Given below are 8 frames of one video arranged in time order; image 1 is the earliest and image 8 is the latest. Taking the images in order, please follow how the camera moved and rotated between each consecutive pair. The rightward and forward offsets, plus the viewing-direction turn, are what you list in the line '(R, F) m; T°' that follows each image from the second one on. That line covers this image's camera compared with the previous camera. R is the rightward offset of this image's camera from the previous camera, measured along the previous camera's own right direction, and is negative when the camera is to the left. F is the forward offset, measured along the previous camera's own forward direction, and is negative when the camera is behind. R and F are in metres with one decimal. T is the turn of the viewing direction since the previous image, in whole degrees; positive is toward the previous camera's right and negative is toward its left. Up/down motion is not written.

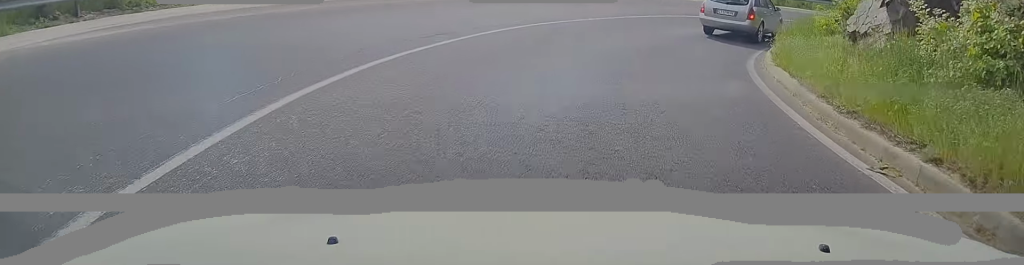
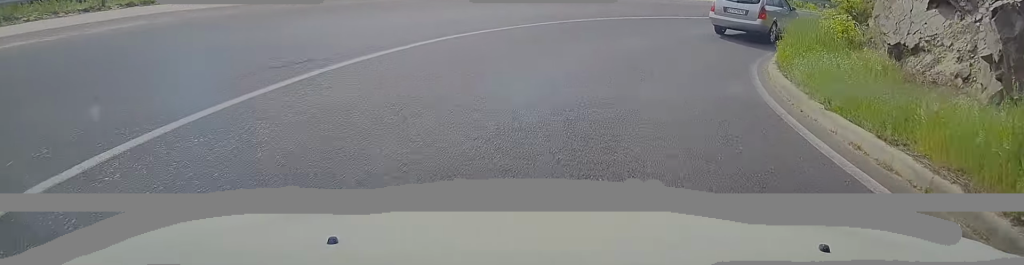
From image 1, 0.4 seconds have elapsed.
(+0.5, +4.7) m; +7°
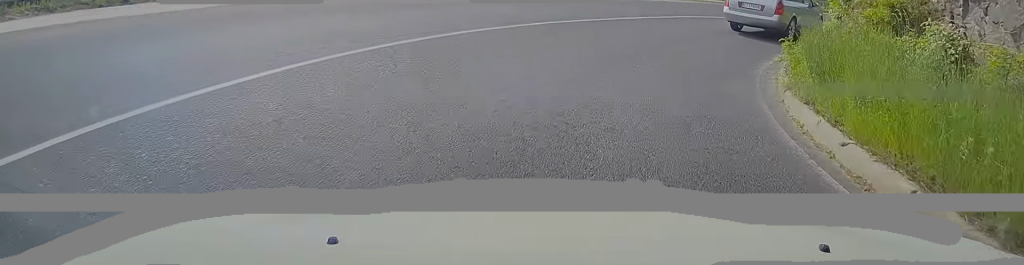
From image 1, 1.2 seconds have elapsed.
(+0.6, +7.8) m; +14°
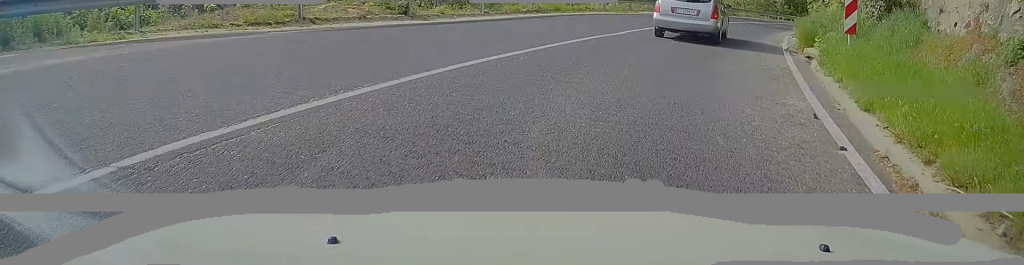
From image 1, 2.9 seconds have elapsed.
(+6.2, +15.8) m; +43°
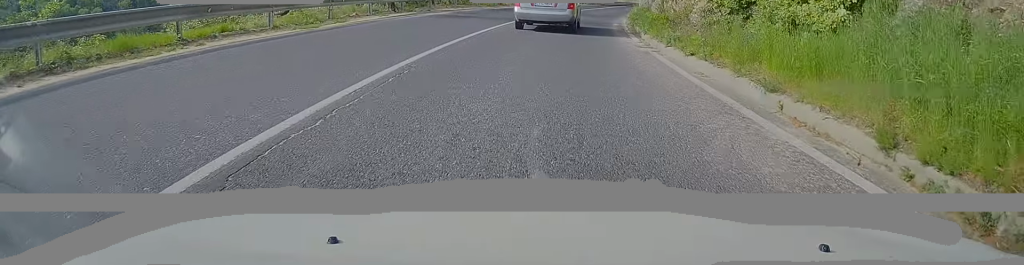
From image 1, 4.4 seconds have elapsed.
(+3.5, +15.8) m; +18°
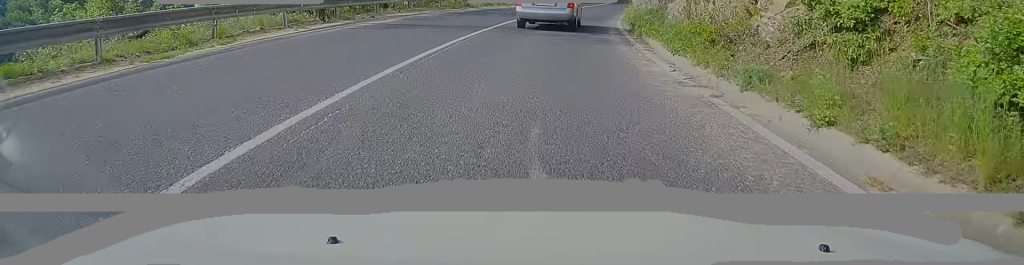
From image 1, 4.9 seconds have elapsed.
(+0.3, +6.6) m; +4°
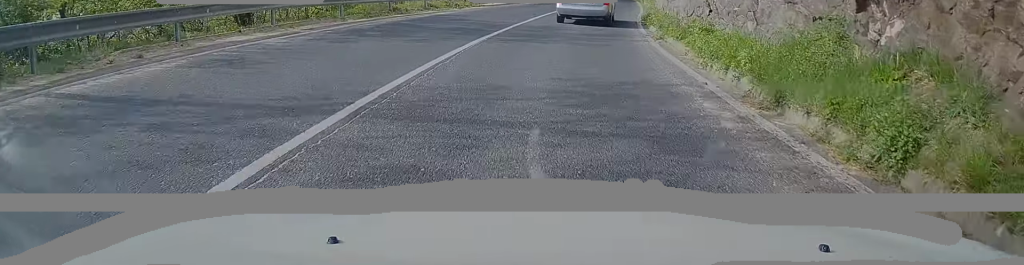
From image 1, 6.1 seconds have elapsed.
(+0.4, +14.1) m; +3°
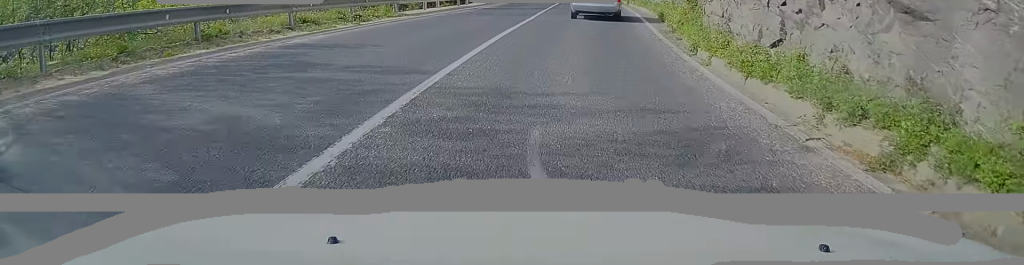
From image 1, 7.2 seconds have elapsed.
(+0.3, +12.3) m; +3°
